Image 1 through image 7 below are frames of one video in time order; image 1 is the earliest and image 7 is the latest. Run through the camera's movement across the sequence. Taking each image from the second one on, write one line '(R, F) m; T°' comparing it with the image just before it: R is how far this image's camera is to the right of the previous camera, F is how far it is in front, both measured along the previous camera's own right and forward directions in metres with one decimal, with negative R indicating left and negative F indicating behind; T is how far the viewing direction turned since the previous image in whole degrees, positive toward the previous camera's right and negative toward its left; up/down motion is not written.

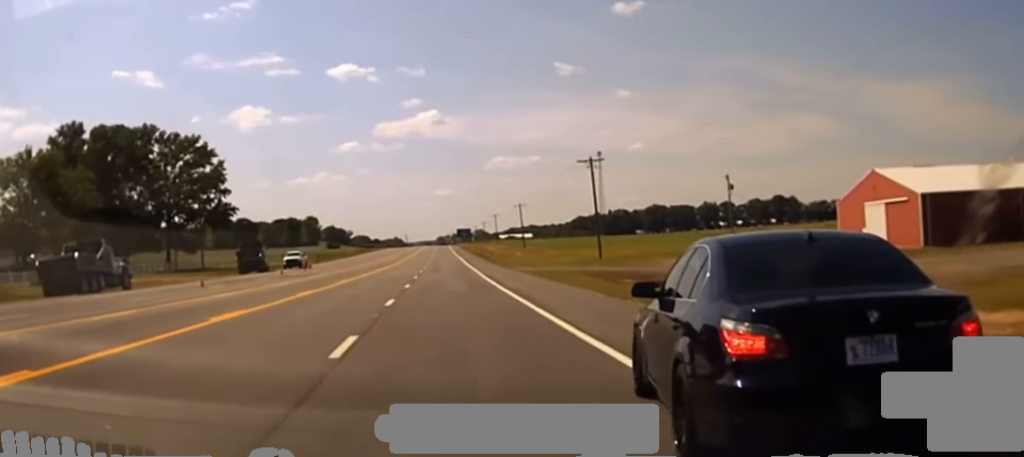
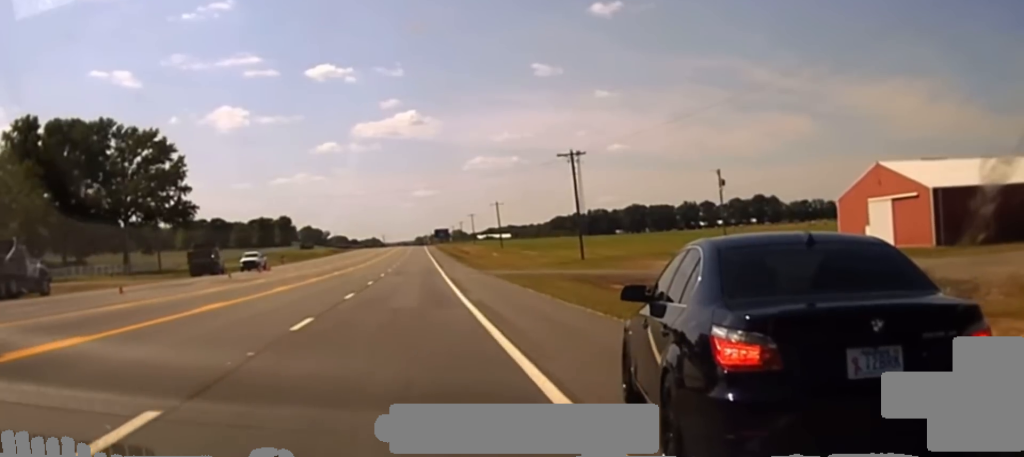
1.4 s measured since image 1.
(-0.1, +7.7) m; 0°
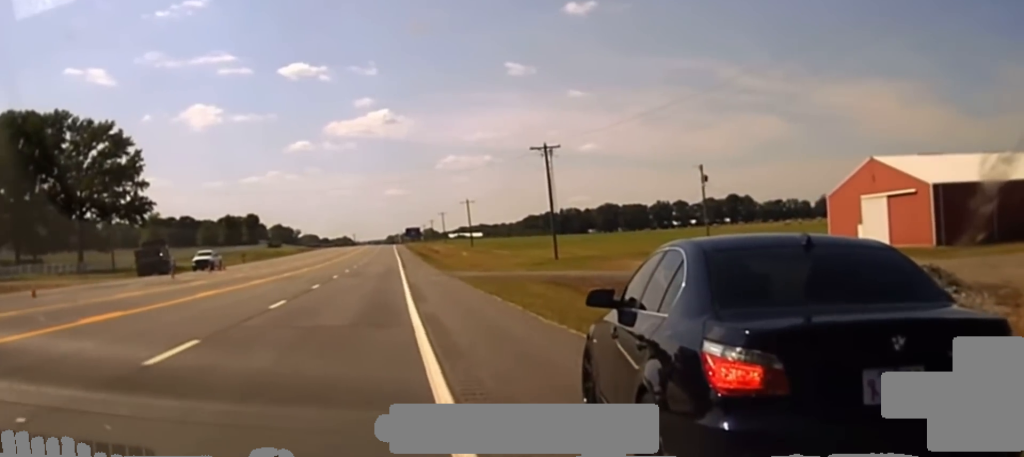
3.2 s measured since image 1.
(+0.2, +6.2) m; +5°
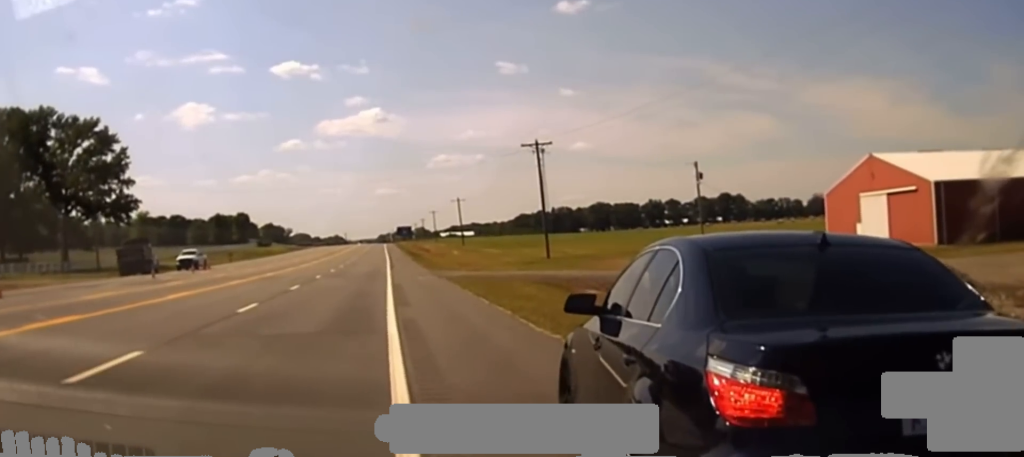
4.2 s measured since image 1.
(+0.1, +2.2) m; +5°
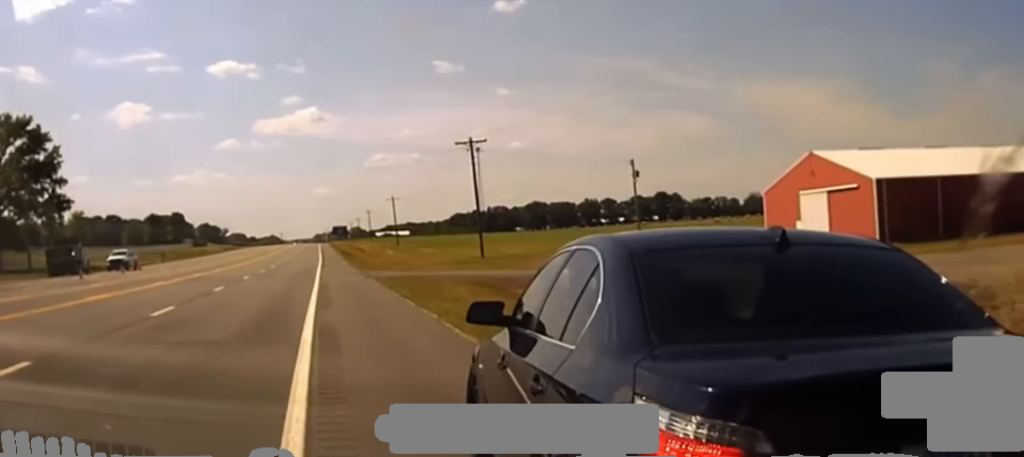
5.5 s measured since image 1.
(+0.1, +1.3) m; 0°
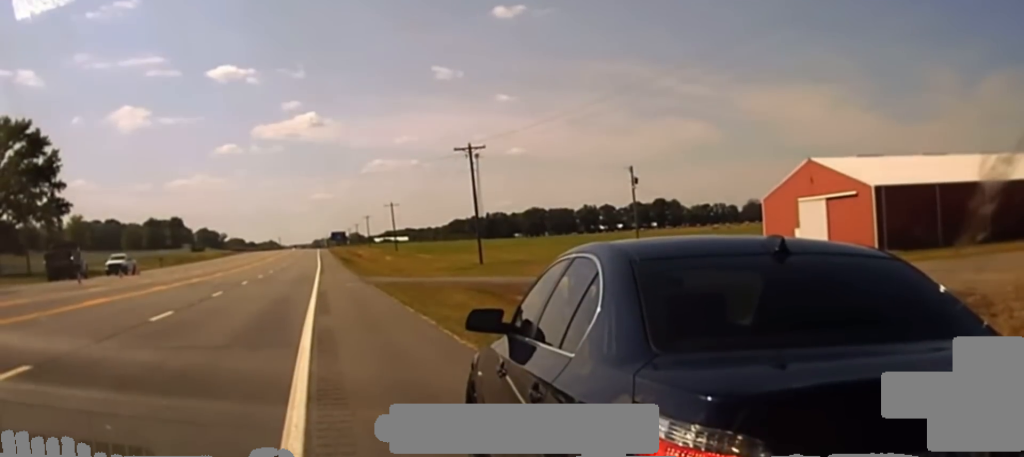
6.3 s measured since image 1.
(-0.1, +0.3) m; 0°
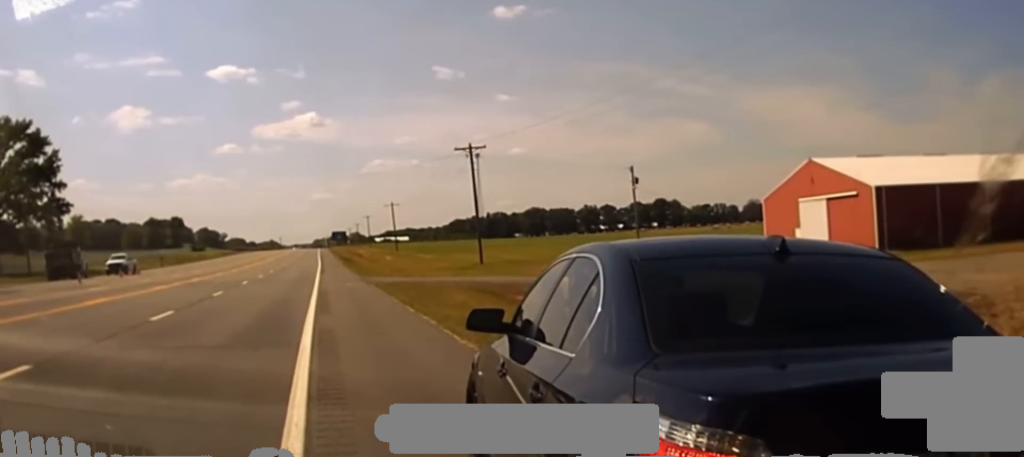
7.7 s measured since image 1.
(-0.1, +0.4) m; 0°
